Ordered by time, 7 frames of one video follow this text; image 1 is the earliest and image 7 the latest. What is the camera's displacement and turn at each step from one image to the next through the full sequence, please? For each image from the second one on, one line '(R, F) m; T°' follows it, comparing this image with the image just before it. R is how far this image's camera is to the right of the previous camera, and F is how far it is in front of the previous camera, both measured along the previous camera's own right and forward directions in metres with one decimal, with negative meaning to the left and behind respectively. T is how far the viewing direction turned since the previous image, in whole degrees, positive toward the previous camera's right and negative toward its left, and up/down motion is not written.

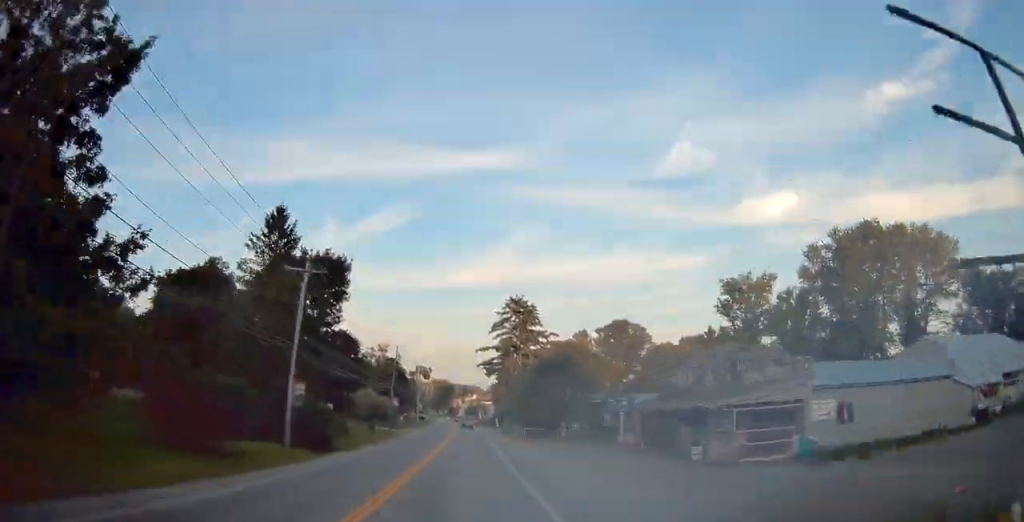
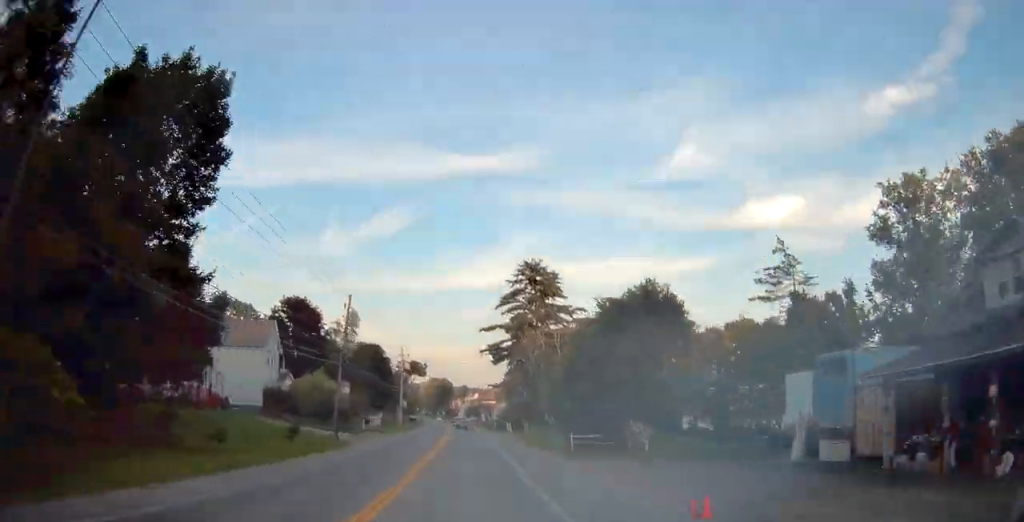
(-0.4, +28.4) m; 0°
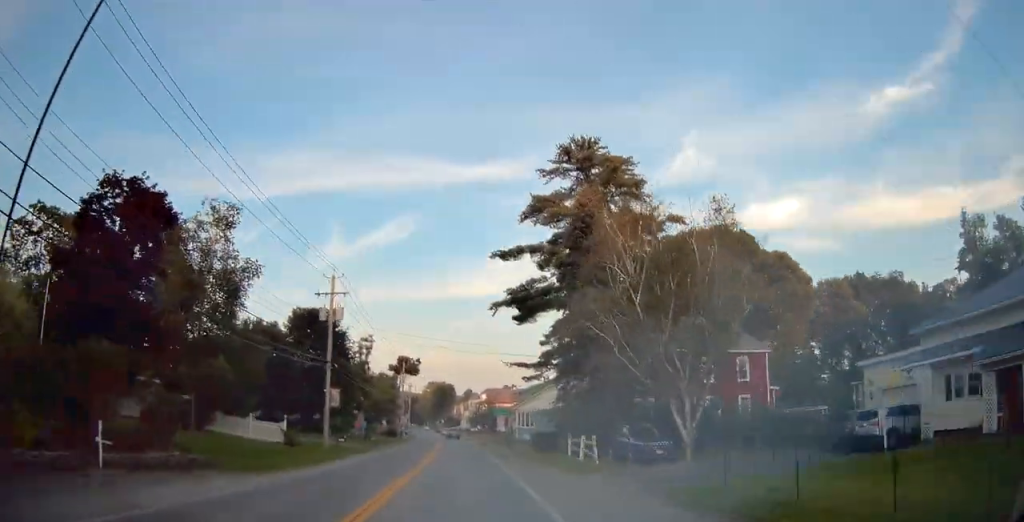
(0.0, +43.3) m; -1°
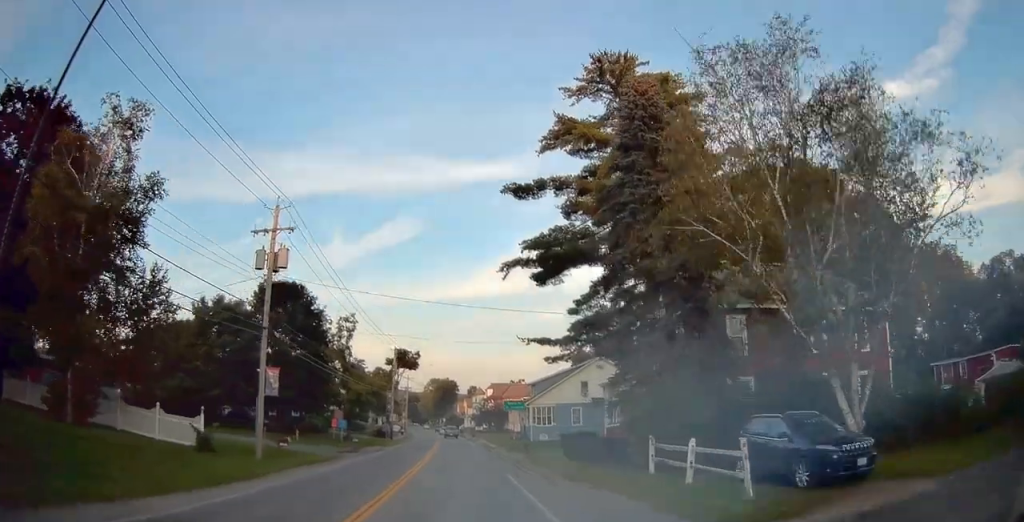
(-0.3, +13.4) m; 0°
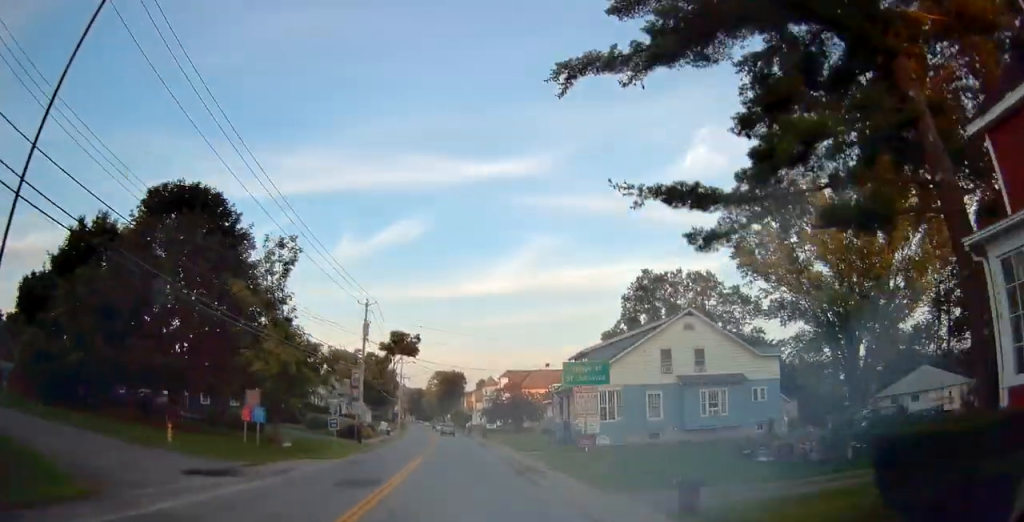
(+0.1, +24.3) m; 0°
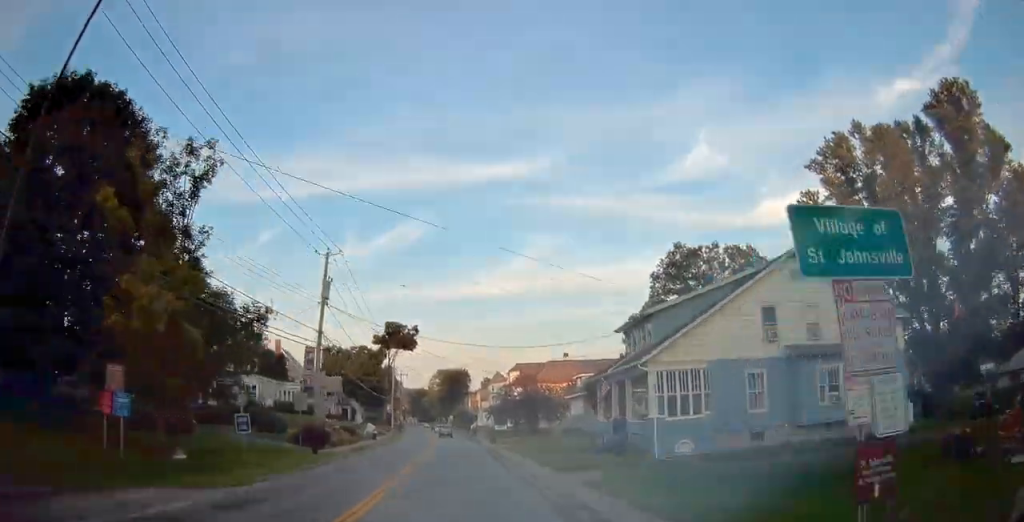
(+0.1, +13.8) m; 0°
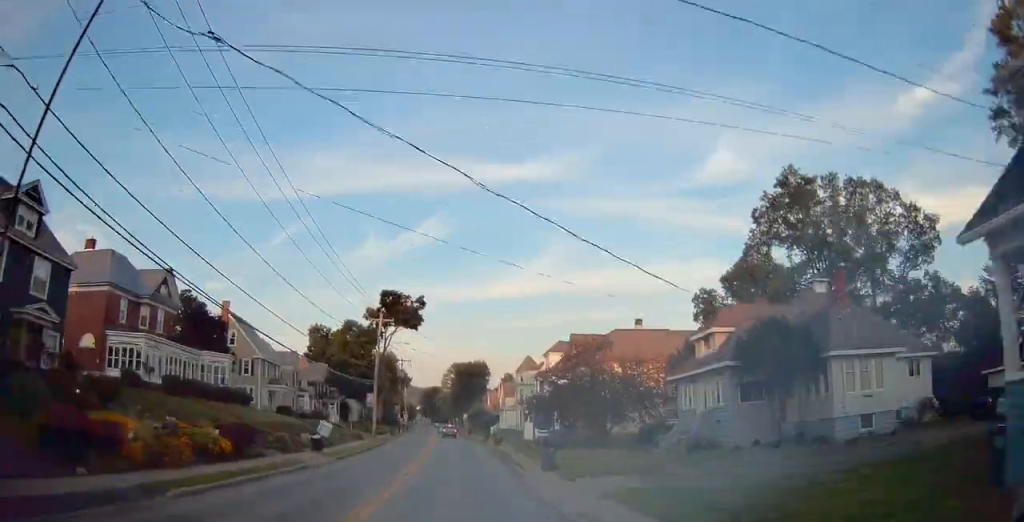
(-0.4, +26.3) m; -1°
